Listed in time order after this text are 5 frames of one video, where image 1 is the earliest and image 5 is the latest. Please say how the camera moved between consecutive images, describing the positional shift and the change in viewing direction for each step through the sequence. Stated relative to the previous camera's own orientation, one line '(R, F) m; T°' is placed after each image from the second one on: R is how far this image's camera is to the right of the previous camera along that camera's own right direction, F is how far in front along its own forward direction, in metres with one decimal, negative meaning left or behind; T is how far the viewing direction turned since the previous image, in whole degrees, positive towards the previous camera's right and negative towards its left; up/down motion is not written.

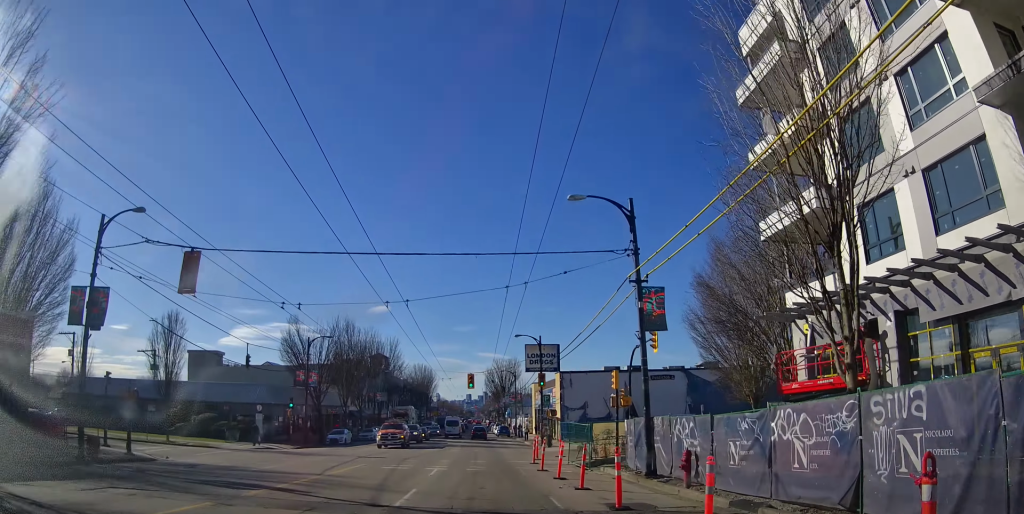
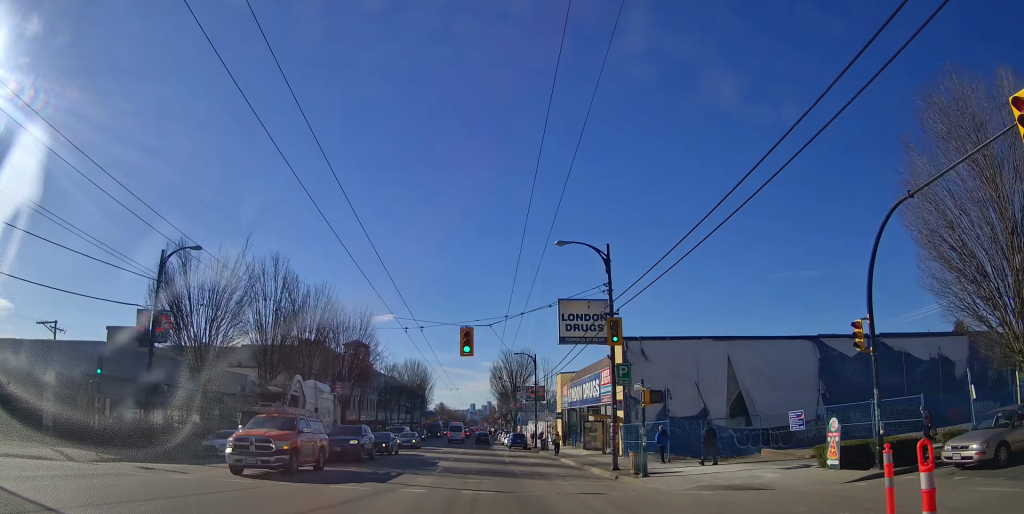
(0.0, +25.2) m; 0°
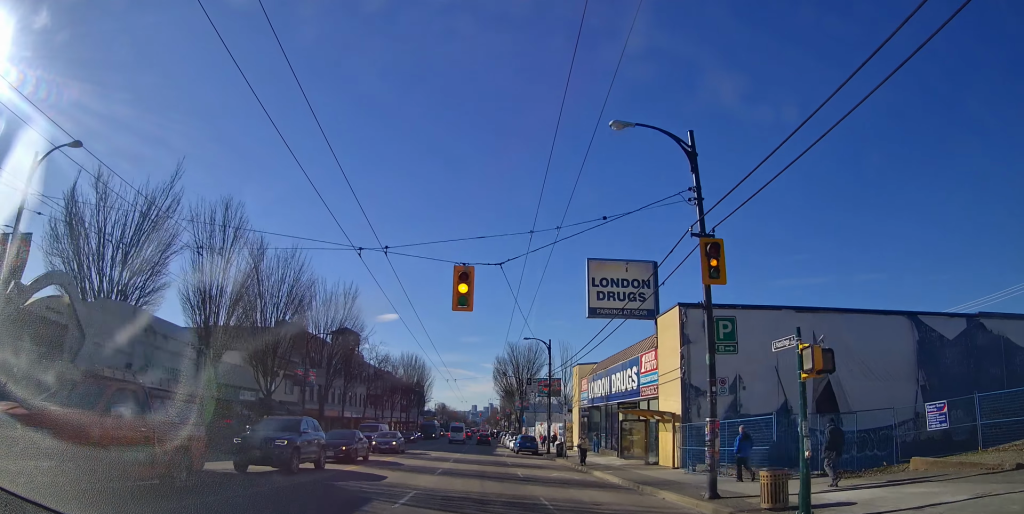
(0.0, +9.7) m; 0°
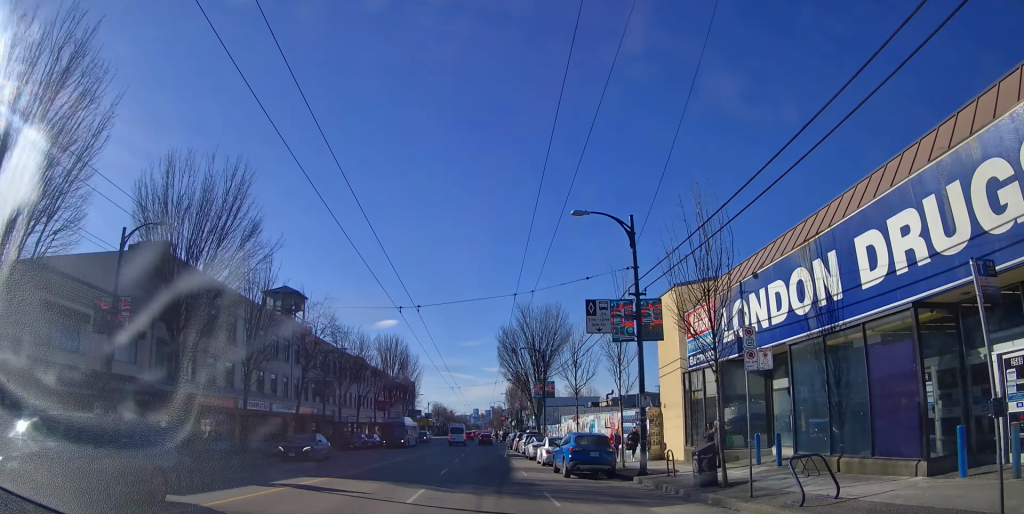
(-1.0, +26.6) m; -1°
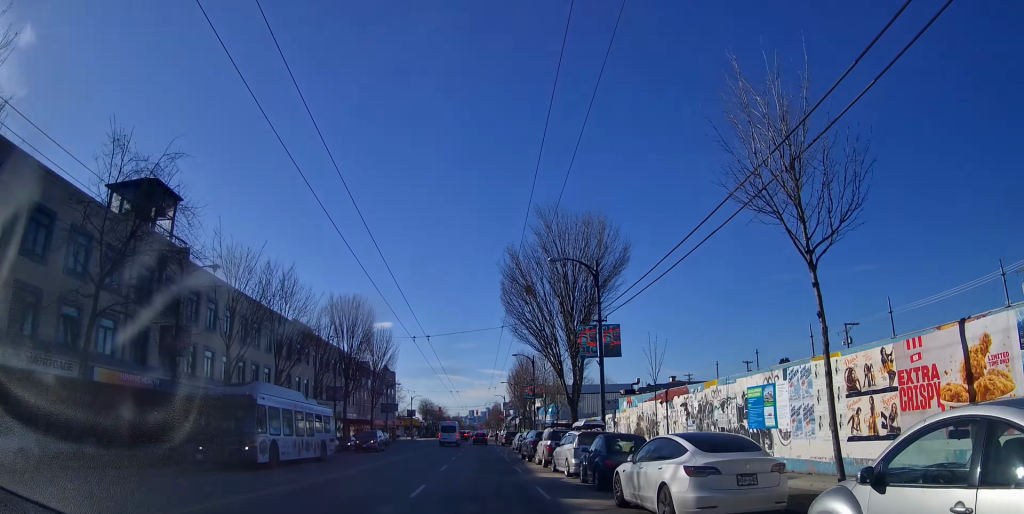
(+1.7, +26.6) m; +3°
